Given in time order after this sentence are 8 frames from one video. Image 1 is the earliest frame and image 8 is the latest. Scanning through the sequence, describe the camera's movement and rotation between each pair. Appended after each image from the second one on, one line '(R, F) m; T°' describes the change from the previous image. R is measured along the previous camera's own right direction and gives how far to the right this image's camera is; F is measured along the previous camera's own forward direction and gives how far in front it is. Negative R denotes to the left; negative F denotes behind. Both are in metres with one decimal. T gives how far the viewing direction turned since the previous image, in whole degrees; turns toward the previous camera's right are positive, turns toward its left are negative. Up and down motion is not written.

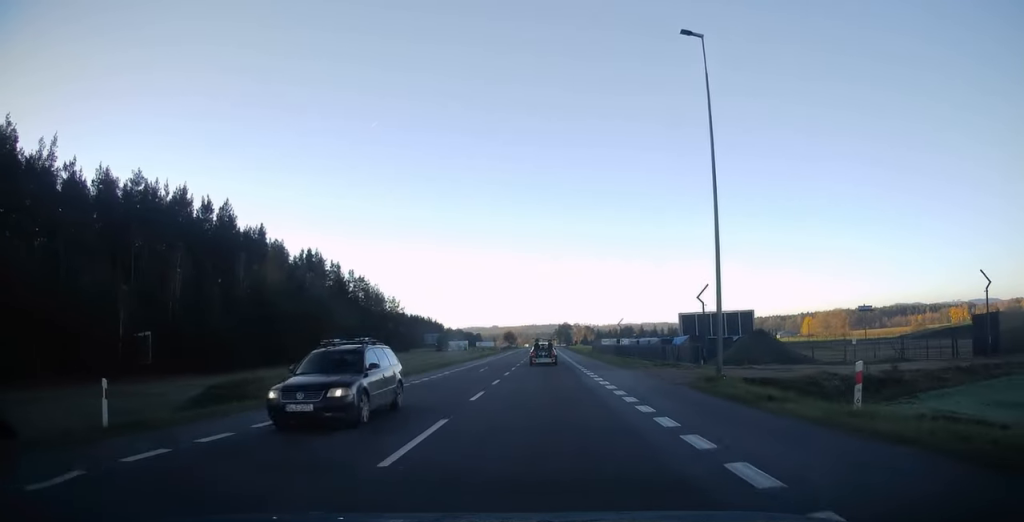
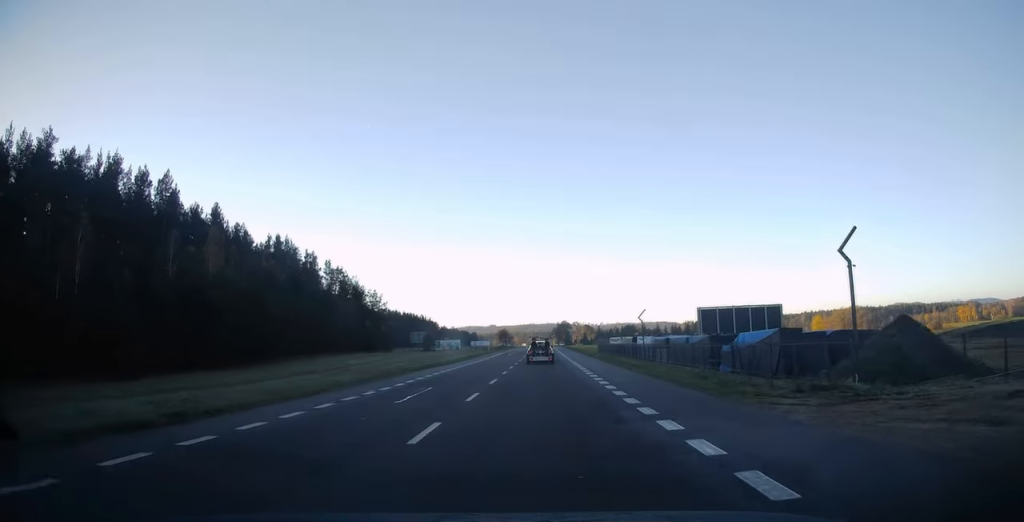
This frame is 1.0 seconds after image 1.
(0.0, +18.4) m; 0°
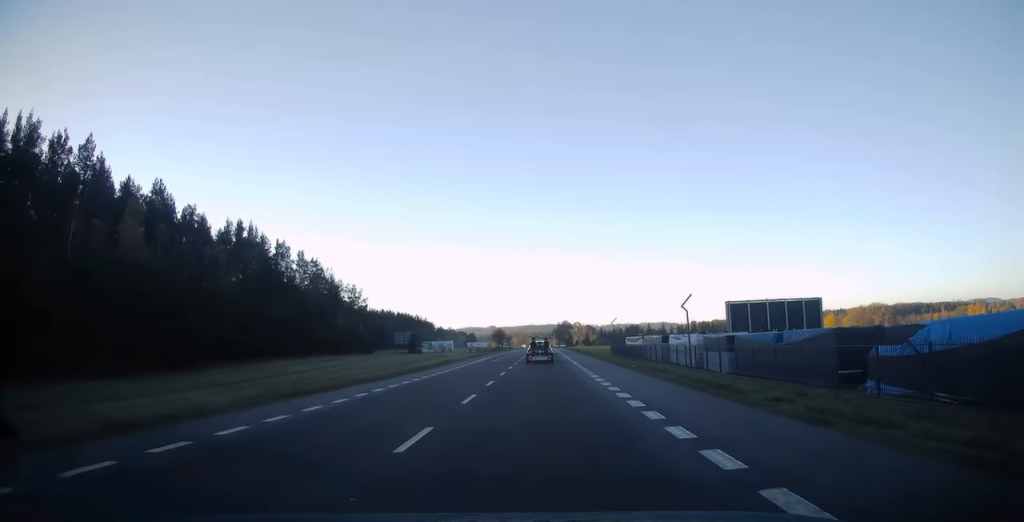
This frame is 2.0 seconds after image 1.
(0.0, +18.8) m; 0°
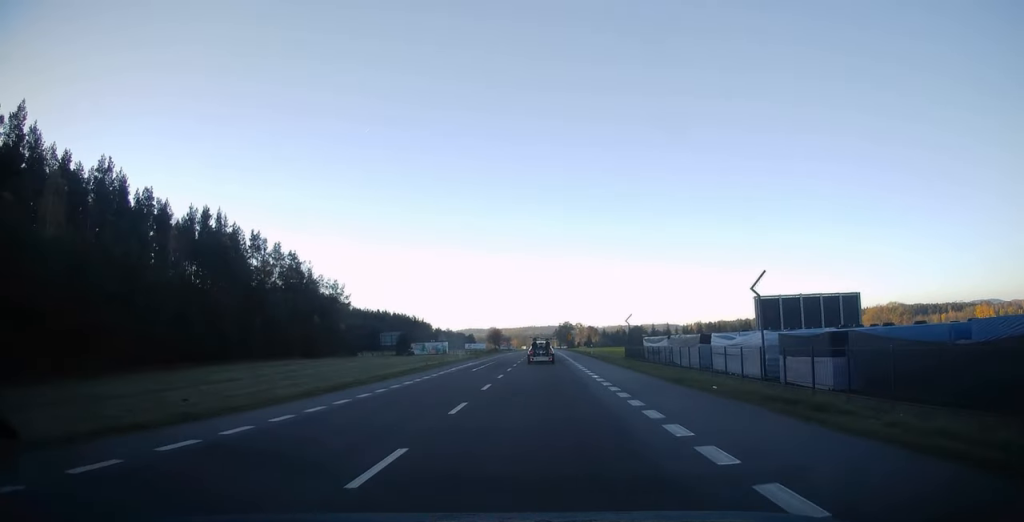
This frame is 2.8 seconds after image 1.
(0.0, +13.9) m; 0°
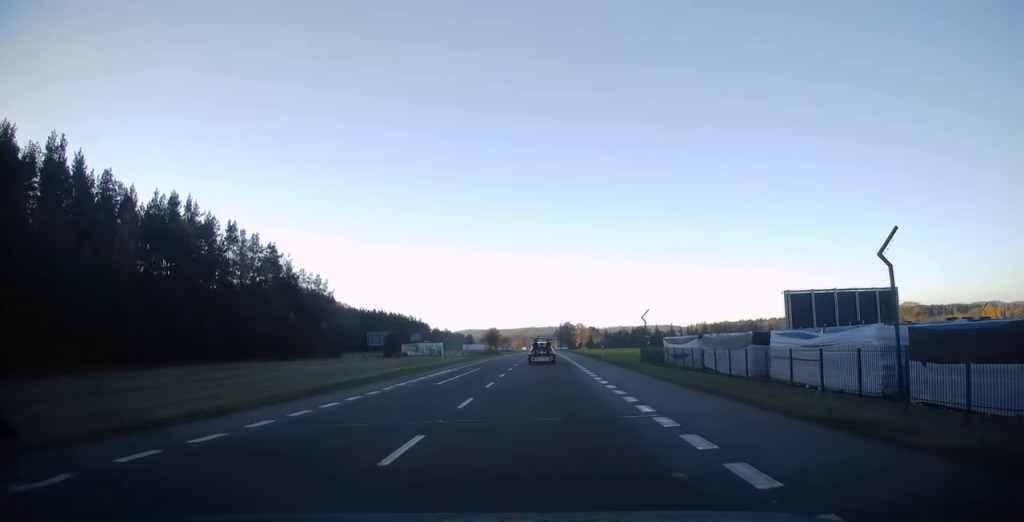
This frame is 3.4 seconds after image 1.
(0.0, +11.1) m; 0°
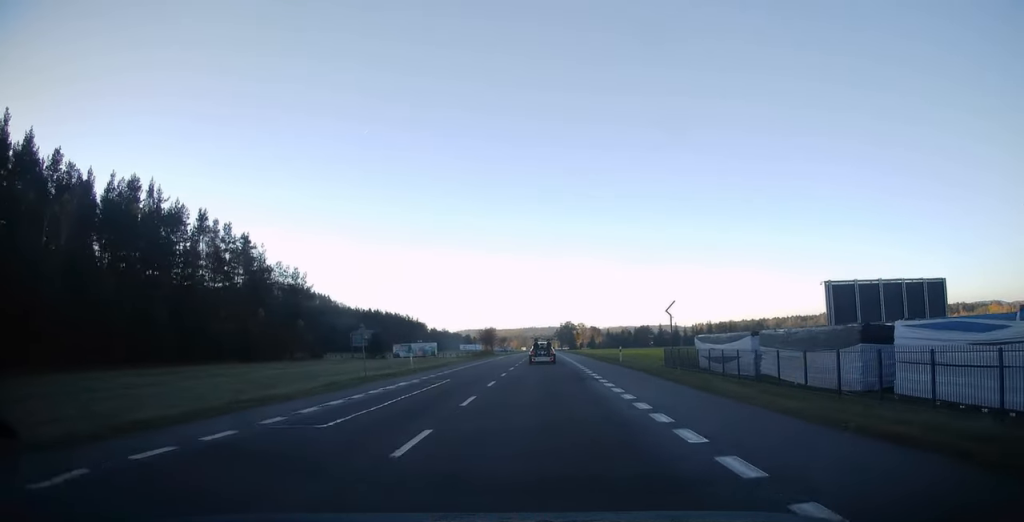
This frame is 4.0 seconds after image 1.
(-0.1, +11.7) m; 0°
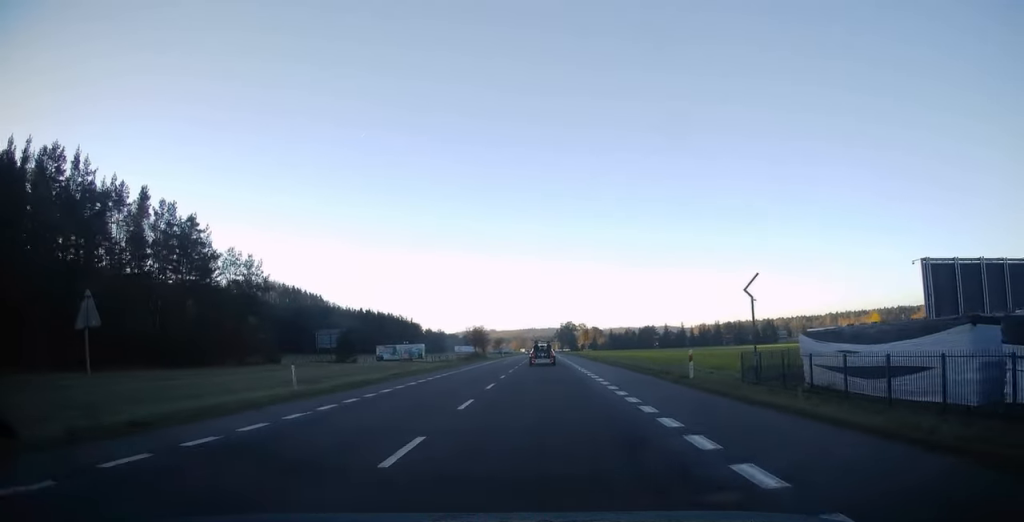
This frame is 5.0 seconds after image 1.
(0.0, +18.6) m; +1°
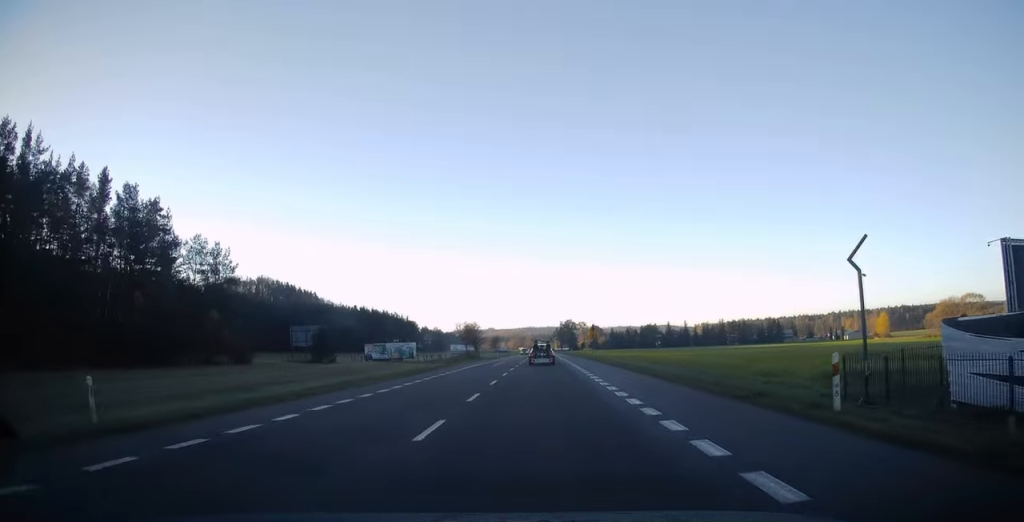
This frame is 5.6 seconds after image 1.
(+0.2, +10.2) m; 0°
